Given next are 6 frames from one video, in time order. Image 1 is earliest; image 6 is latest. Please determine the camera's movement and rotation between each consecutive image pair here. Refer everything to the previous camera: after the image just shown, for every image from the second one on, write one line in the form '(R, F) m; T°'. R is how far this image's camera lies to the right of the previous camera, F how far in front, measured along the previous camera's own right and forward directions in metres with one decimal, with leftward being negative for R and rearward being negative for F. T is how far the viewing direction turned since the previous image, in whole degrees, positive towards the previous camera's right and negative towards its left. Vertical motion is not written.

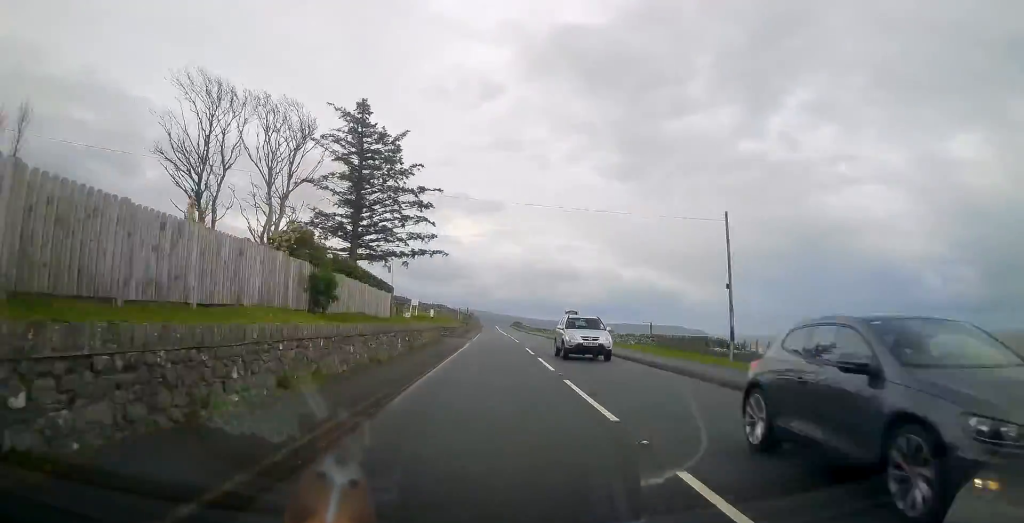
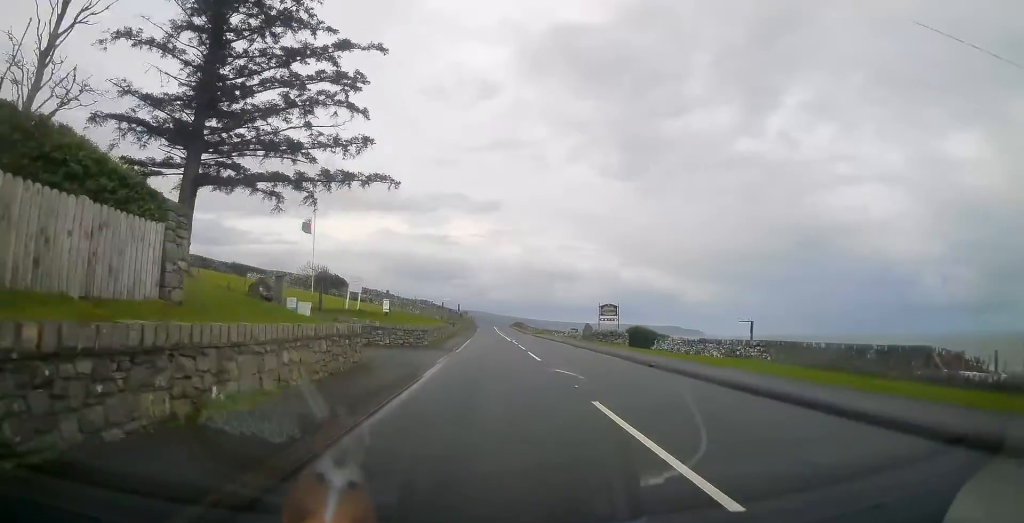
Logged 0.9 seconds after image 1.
(+0.1, +22.0) m; 0°
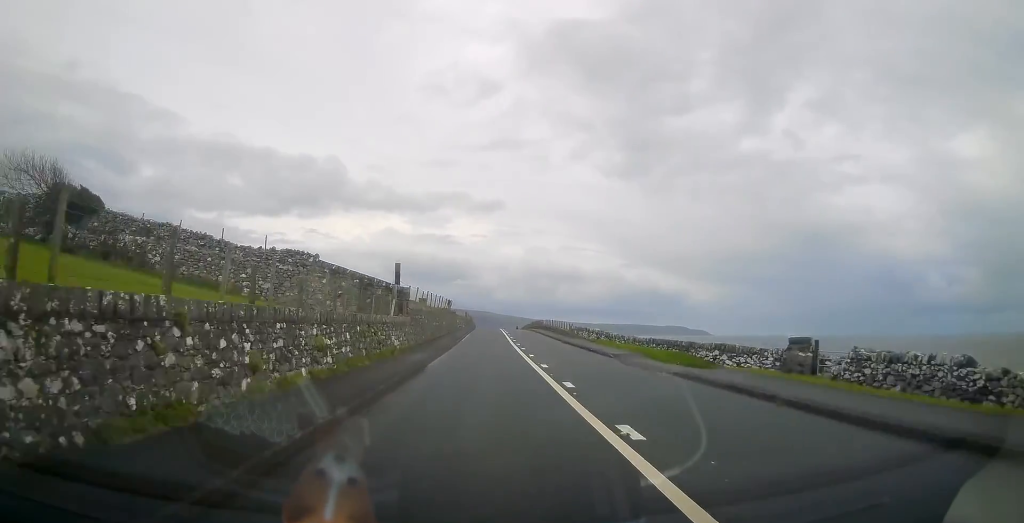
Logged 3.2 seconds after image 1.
(-0.1, +59.0) m; 0°
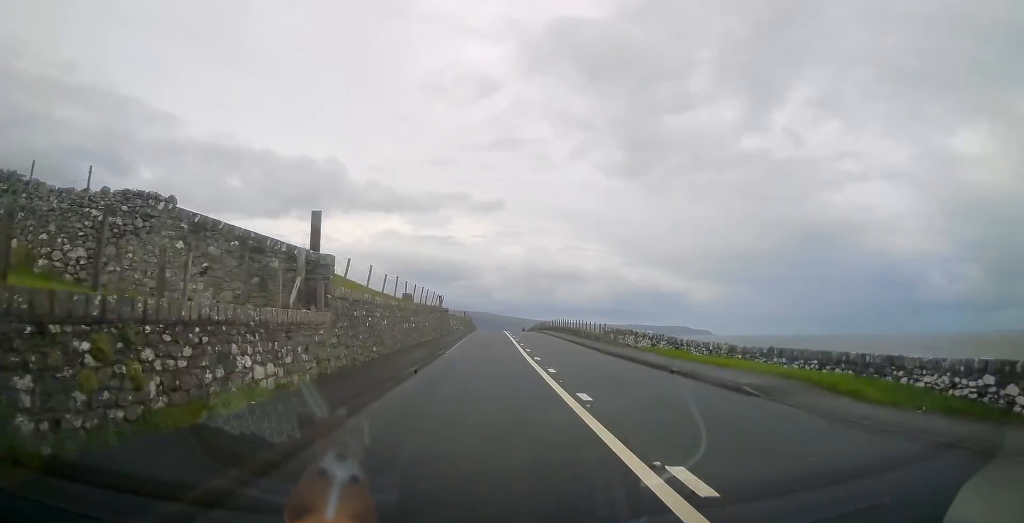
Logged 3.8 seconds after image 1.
(-0.1, +14.0) m; 0°
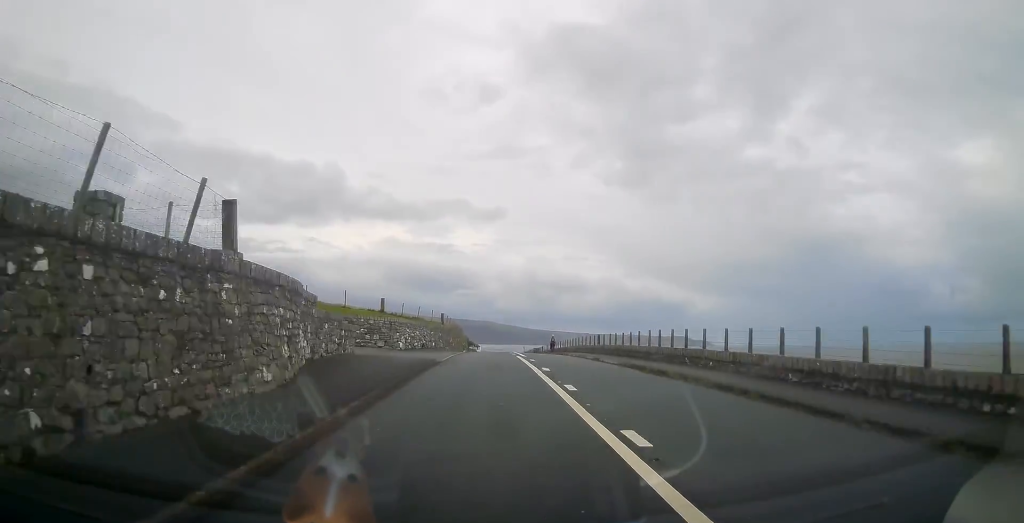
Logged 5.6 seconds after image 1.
(0.0, +44.3) m; 0°
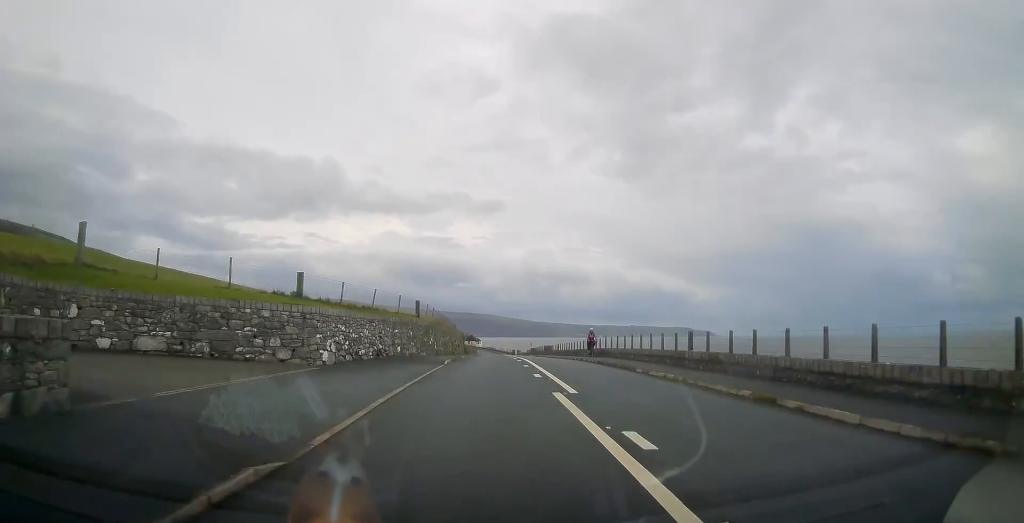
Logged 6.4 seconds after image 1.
(0.0, +18.3) m; 0°
